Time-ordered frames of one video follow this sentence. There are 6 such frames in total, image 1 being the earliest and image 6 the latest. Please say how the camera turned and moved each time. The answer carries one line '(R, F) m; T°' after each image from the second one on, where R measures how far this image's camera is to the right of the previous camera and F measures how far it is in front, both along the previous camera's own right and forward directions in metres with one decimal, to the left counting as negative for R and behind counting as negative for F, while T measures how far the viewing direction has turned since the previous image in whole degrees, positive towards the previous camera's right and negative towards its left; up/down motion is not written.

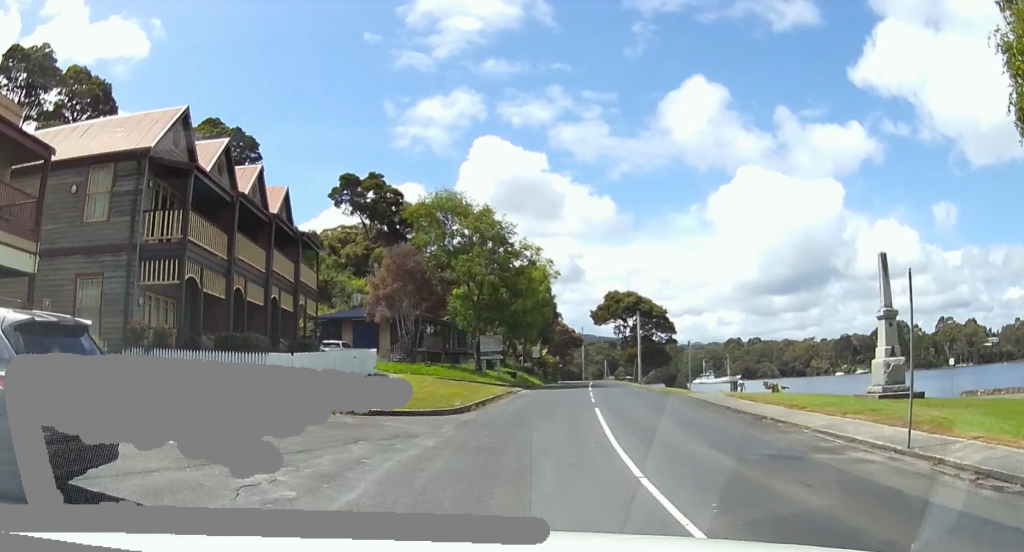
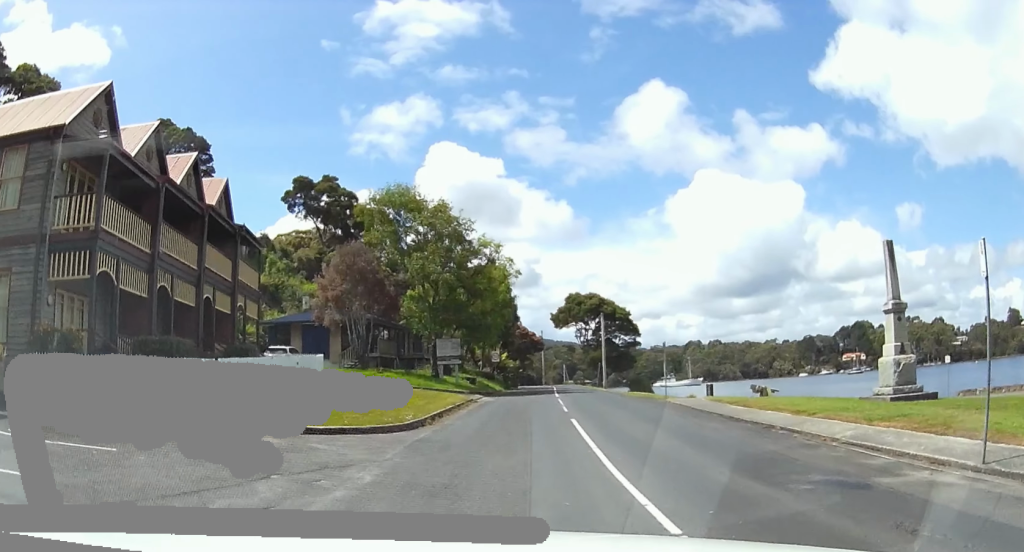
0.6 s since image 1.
(+0.1, +3.1) m; +6°
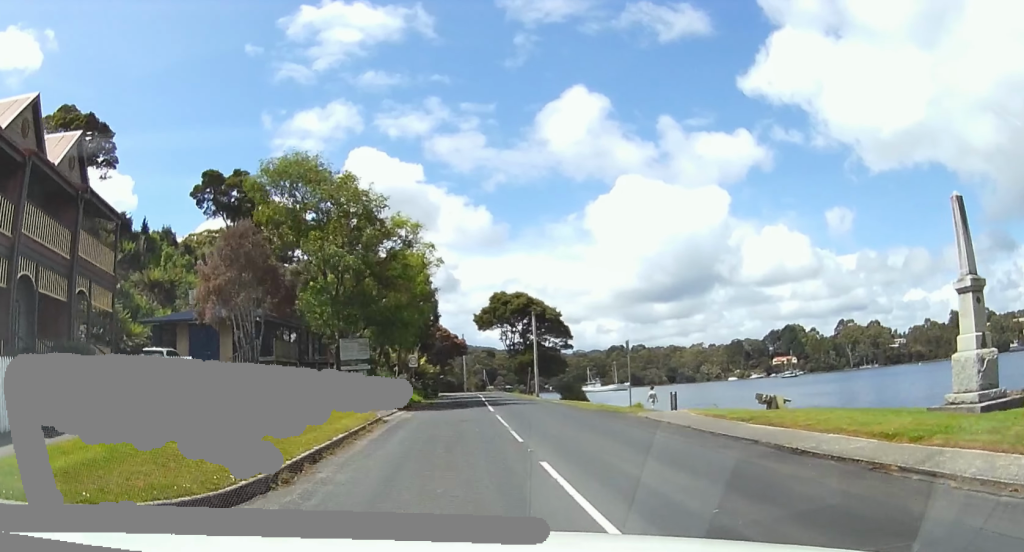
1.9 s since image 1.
(+0.9, +7.4) m; +10°
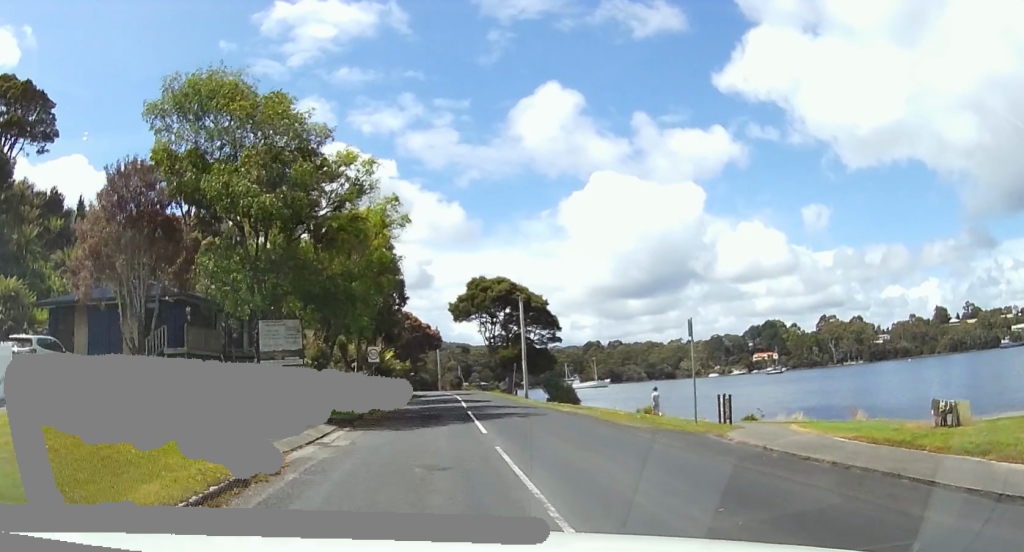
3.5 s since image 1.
(0.0, +9.7) m; 0°
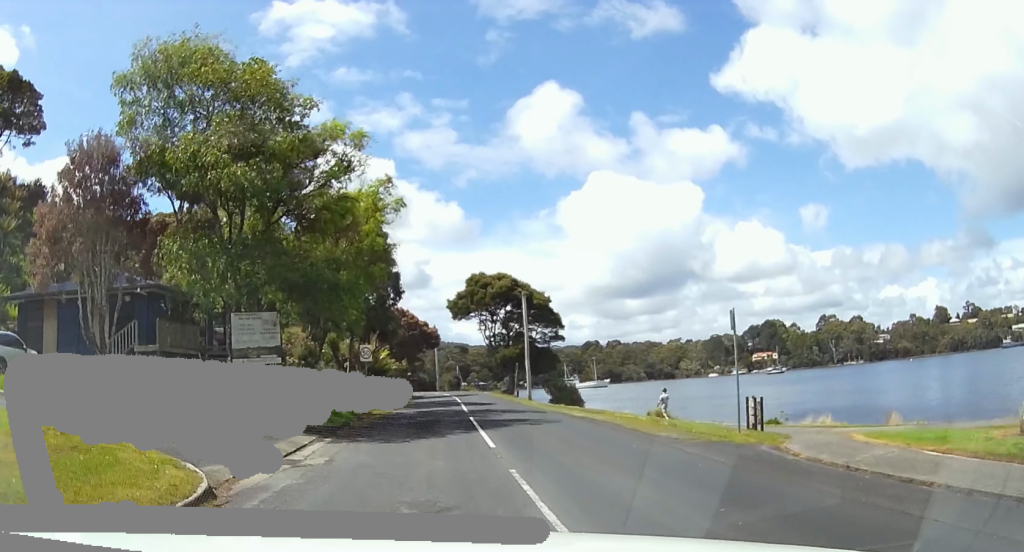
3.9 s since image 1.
(0.0, +2.6) m; 0°
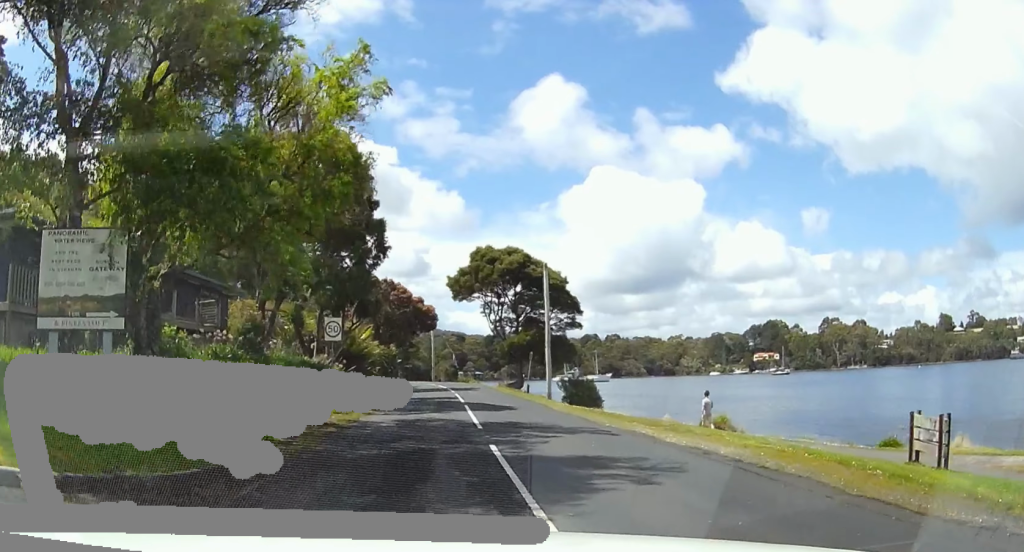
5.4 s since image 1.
(0.0, +9.5) m; 0°
